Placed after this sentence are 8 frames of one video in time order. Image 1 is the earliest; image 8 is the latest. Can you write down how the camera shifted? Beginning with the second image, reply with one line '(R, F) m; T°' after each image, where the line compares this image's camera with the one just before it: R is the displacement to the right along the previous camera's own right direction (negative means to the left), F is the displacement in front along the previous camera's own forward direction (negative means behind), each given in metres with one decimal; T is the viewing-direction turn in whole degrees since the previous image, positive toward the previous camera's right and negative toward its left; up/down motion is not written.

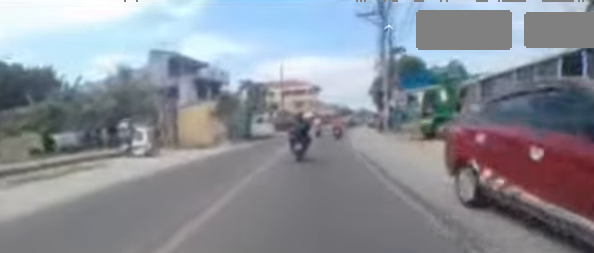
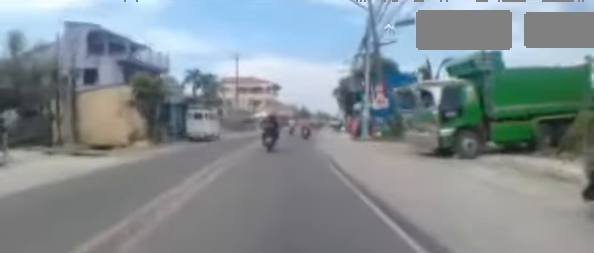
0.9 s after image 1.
(0.0, +6.3) m; +2°
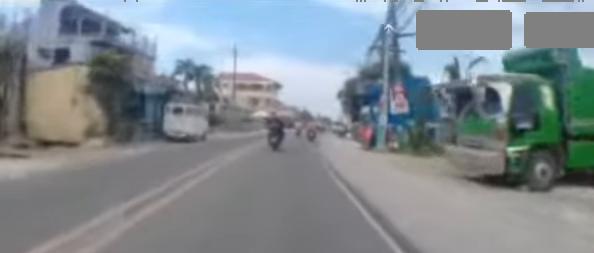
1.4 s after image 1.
(+0.1, +3.7) m; +2°
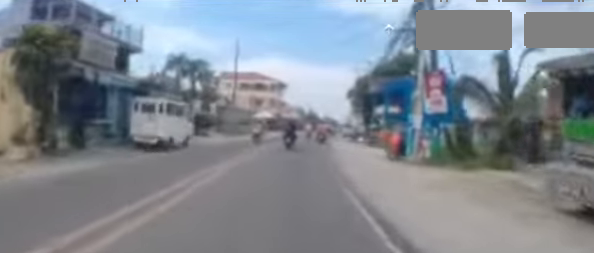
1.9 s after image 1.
(0.0, +4.1) m; +2°
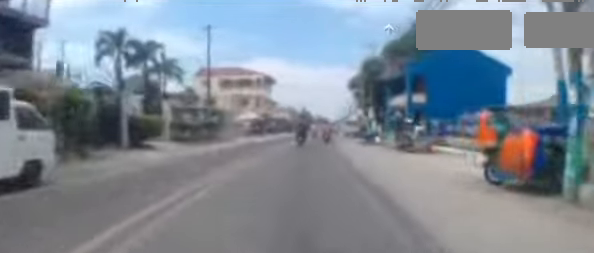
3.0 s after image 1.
(+0.3, +8.5) m; +3°
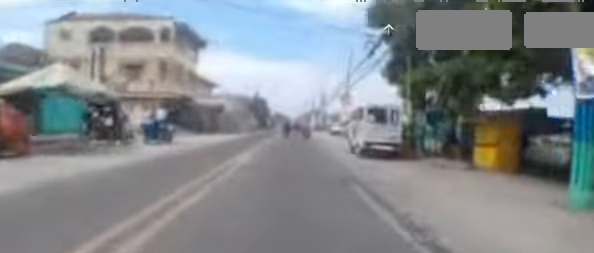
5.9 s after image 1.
(+0.6, +25.3) m; +2°
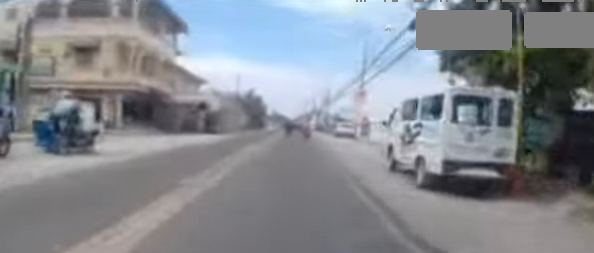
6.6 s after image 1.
(0.0, +6.7) m; +2°
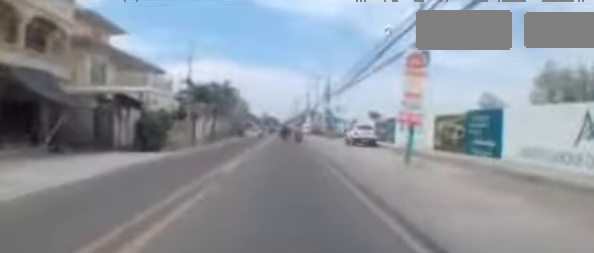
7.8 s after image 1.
(+0.5, +12.4) m; +2°
